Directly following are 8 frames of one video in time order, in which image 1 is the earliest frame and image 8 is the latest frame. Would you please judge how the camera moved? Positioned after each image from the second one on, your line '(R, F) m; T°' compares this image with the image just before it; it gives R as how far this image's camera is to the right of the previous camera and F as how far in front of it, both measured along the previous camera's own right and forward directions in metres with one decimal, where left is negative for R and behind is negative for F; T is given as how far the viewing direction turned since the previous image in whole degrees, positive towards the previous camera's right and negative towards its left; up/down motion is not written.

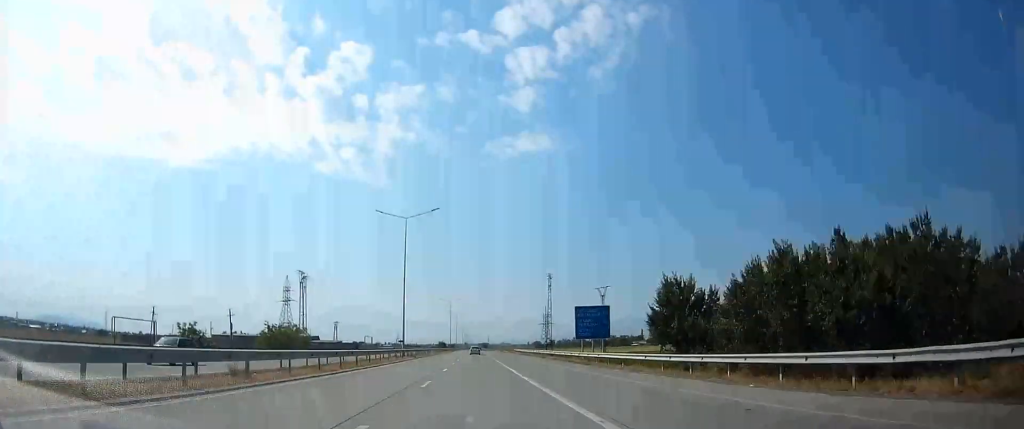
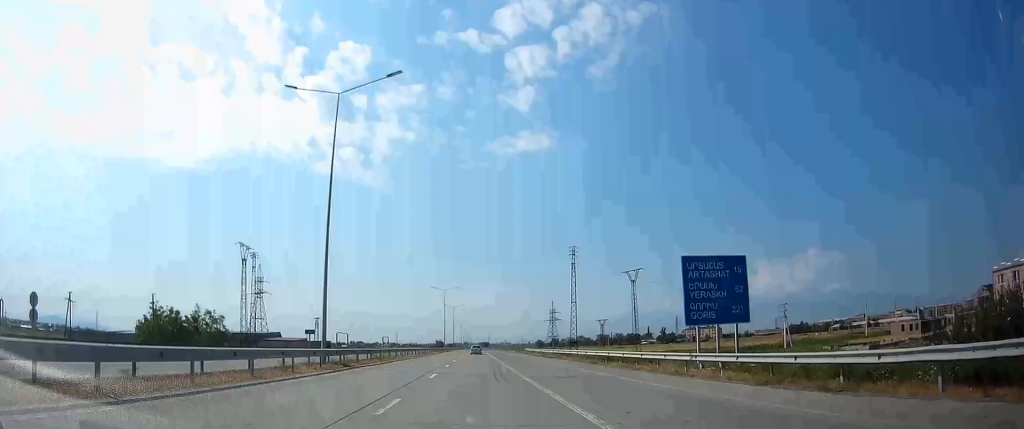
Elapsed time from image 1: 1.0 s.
(+0.3, +31.7) m; 0°
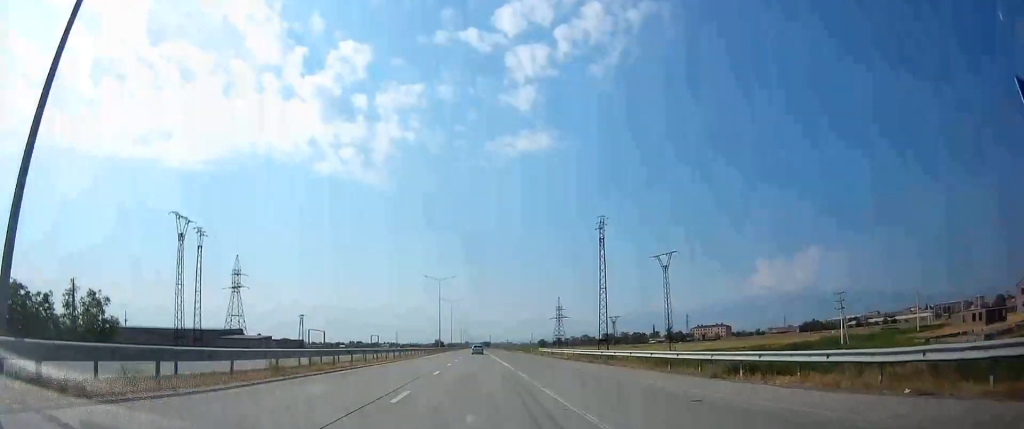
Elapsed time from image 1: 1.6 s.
(0.0, +21.8) m; 0°
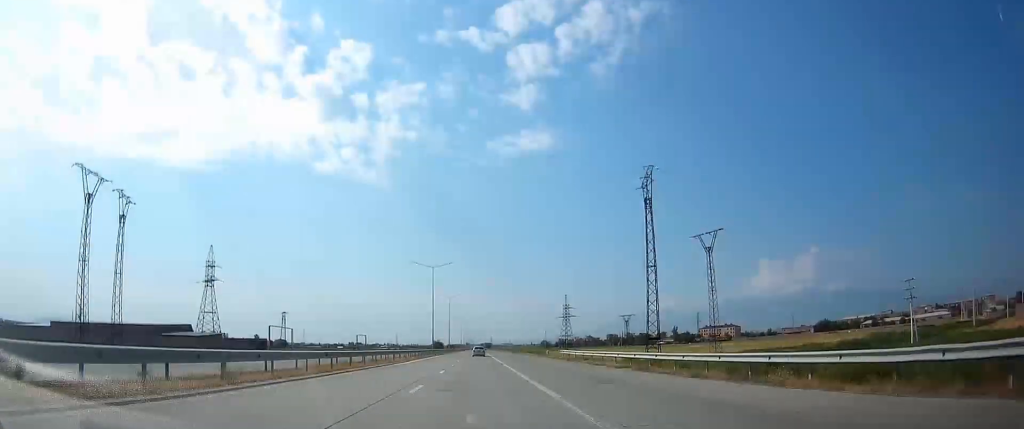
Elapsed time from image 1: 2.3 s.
(-0.1, +20.7) m; -1°
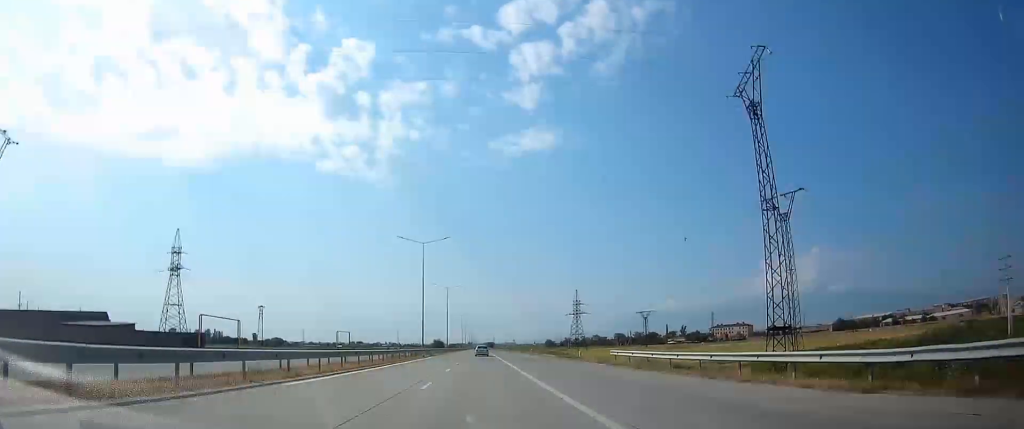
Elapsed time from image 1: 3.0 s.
(-0.1, +22.8) m; 0°
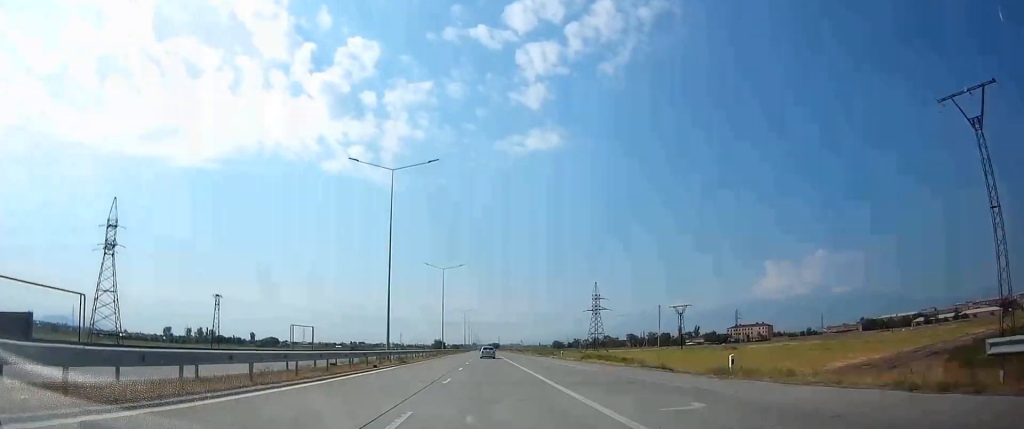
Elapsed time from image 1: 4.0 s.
(0.0, +32.5) m; 0°
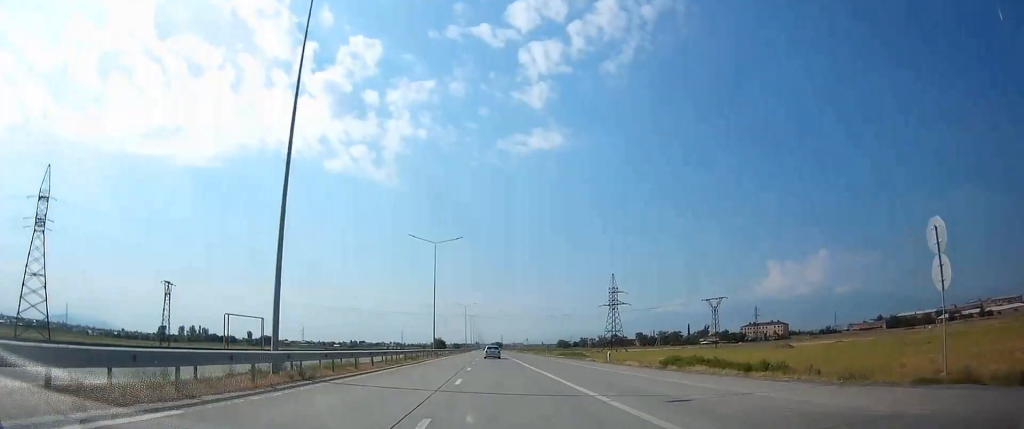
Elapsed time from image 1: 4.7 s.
(-0.2, +24.9) m; 0°
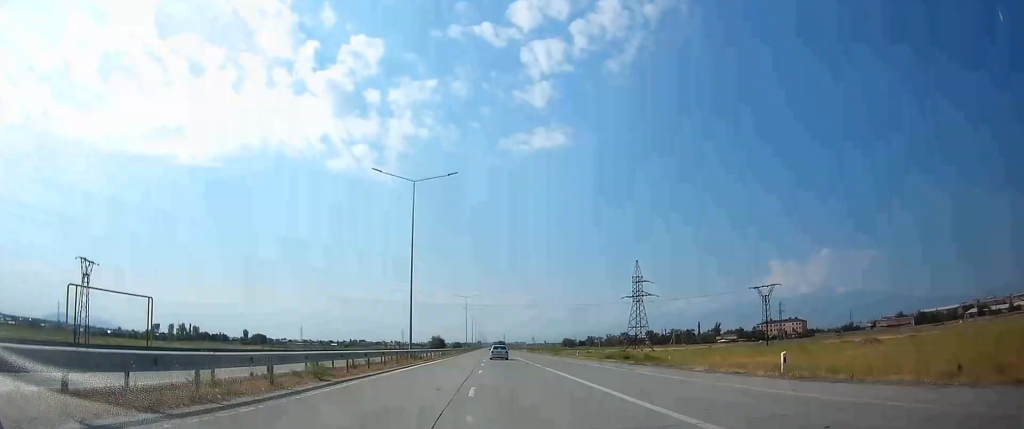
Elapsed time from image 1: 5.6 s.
(-0.2, +28.2) m; 0°
